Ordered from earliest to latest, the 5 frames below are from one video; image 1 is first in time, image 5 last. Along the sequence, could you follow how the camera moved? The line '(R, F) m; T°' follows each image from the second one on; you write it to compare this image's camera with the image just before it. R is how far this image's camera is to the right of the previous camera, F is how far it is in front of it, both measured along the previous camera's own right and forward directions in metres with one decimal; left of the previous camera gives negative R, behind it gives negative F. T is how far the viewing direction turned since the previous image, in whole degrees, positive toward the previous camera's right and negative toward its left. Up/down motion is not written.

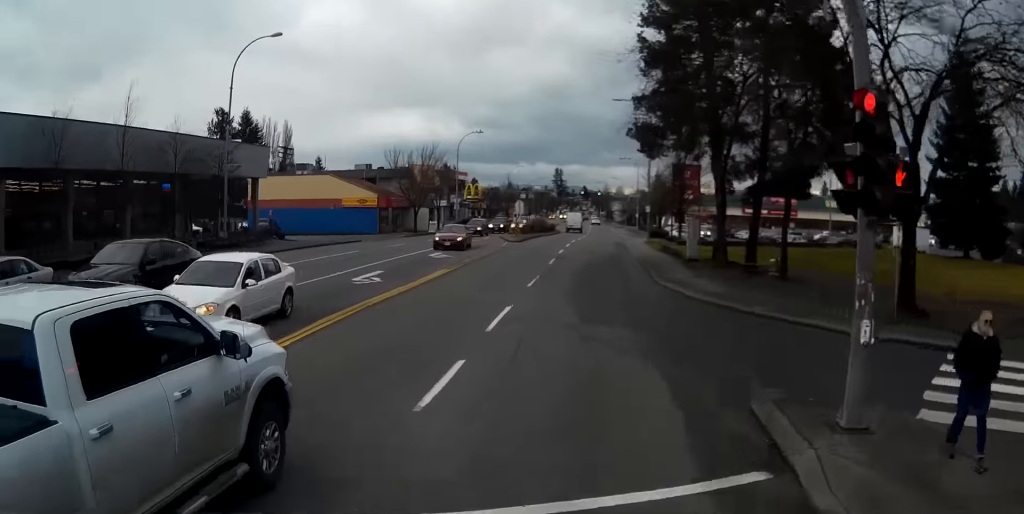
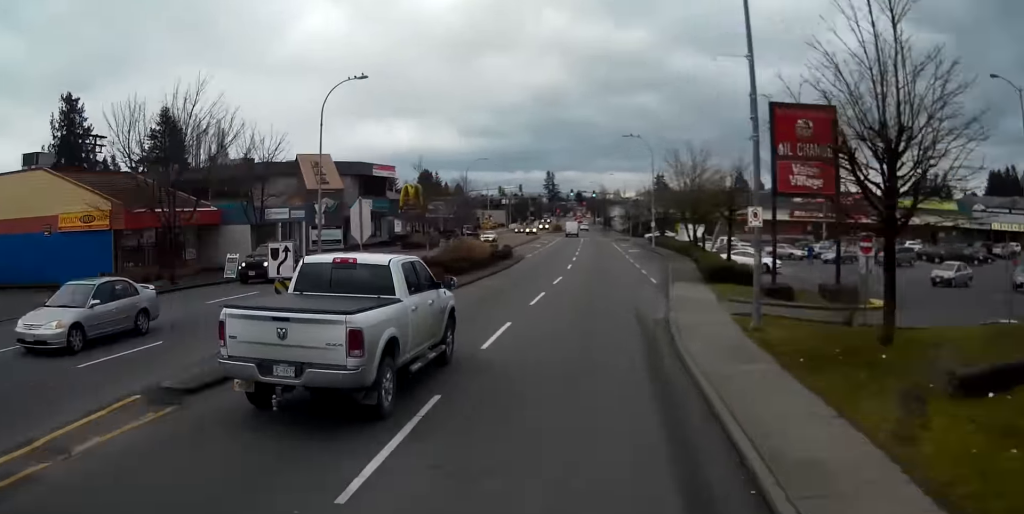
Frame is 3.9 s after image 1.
(-0.5, +43.9) m; -2°
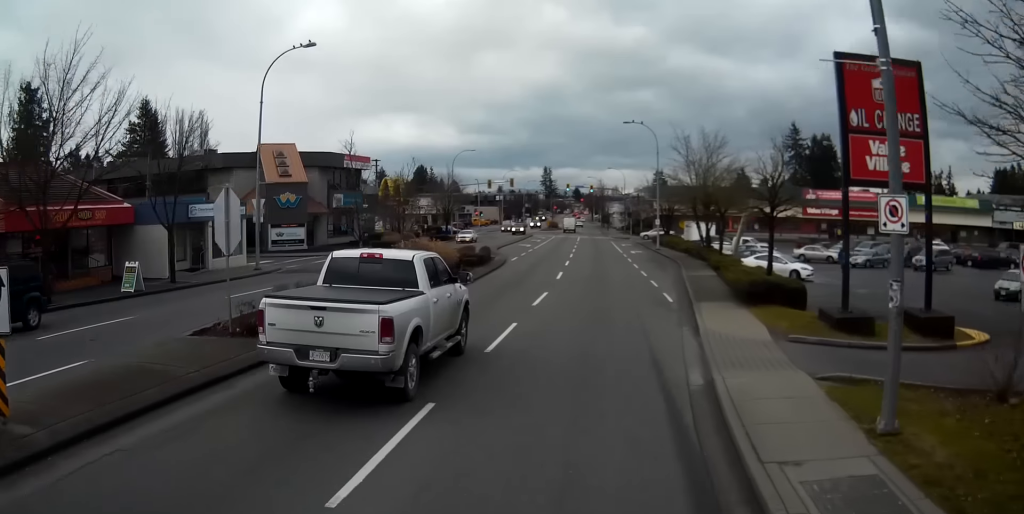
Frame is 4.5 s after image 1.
(0.0, +9.0) m; +1°
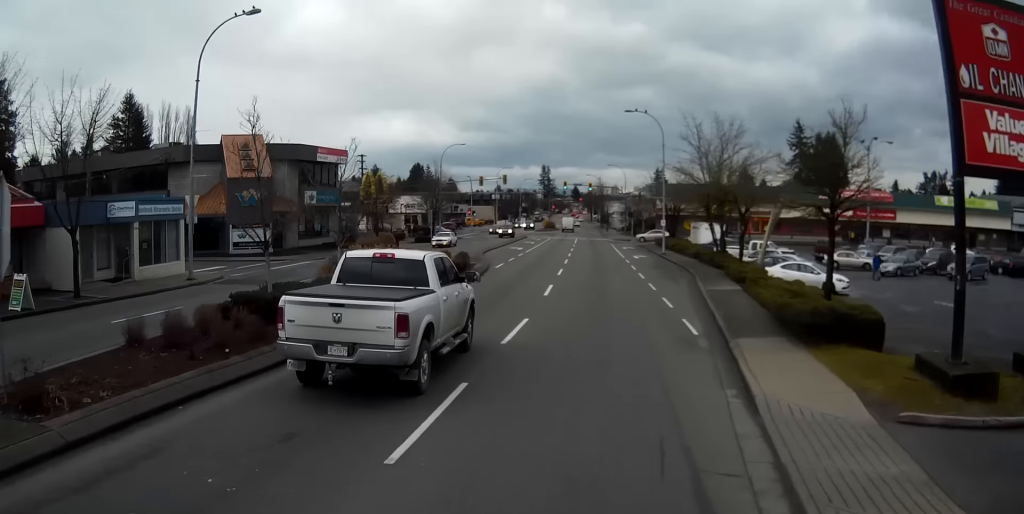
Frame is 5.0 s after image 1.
(+0.1, +7.1) m; 0°
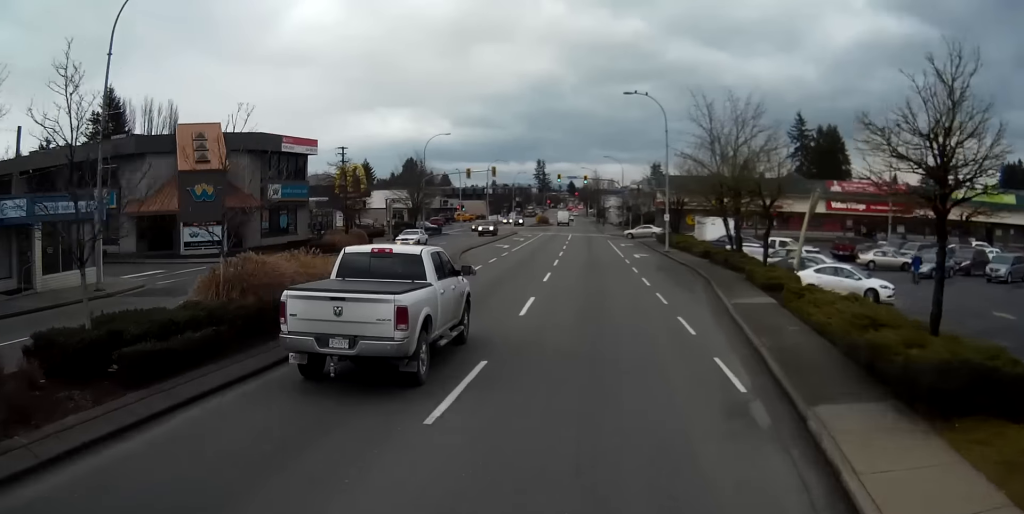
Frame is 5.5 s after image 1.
(0.0, +6.7) m; 0°
